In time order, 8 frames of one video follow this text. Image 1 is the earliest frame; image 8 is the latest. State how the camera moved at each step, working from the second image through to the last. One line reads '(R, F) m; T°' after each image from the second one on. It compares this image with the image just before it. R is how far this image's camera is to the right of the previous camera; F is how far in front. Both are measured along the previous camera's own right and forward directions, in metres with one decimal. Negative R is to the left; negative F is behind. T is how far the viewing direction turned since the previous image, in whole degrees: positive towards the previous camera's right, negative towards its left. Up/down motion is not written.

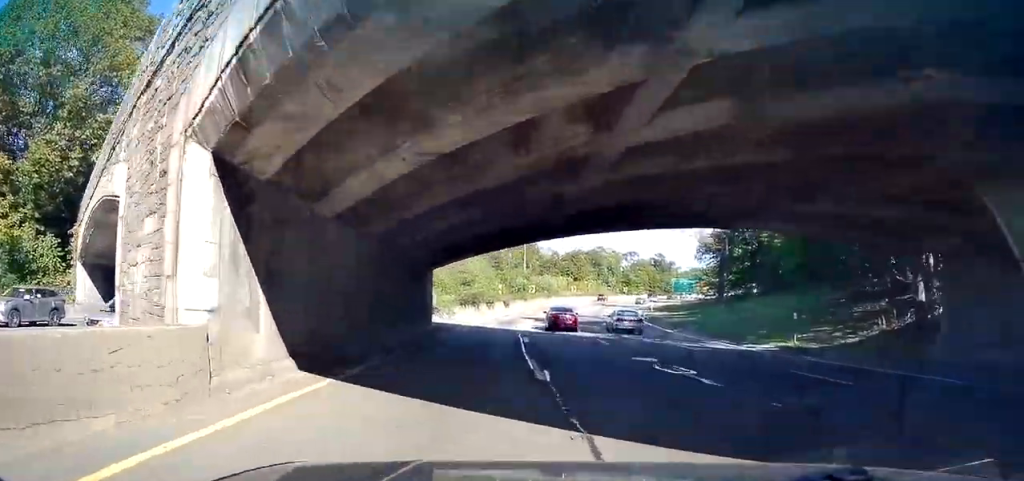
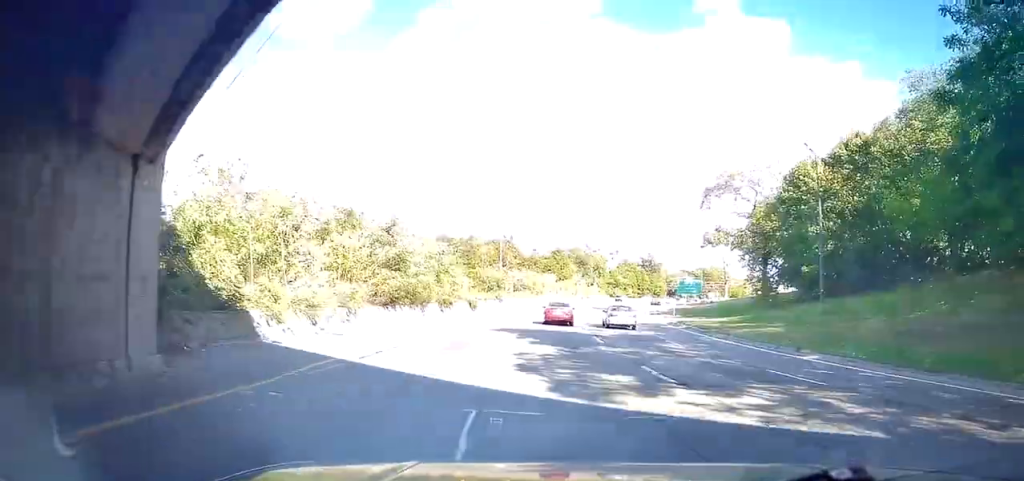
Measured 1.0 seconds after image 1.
(+0.3, +23.5) m; +1°
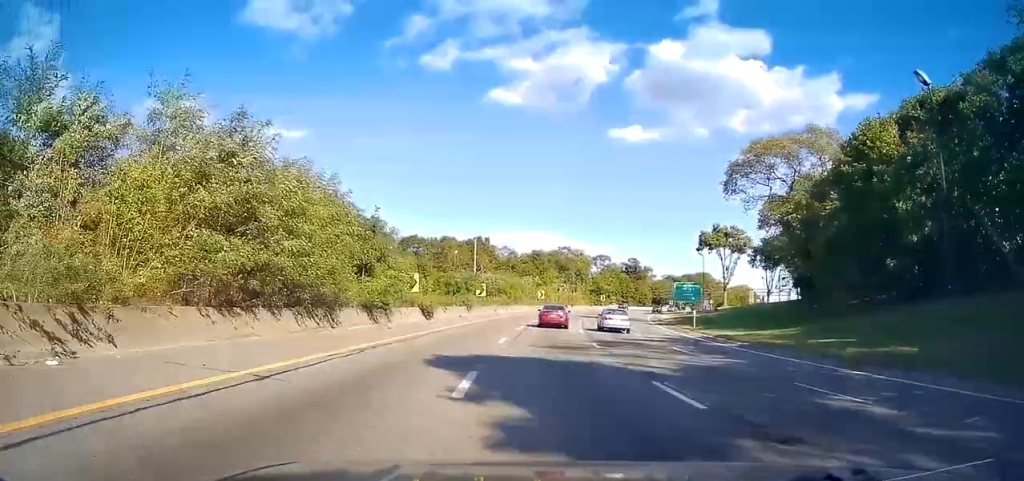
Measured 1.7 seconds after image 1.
(0.0, +14.9) m; 0°
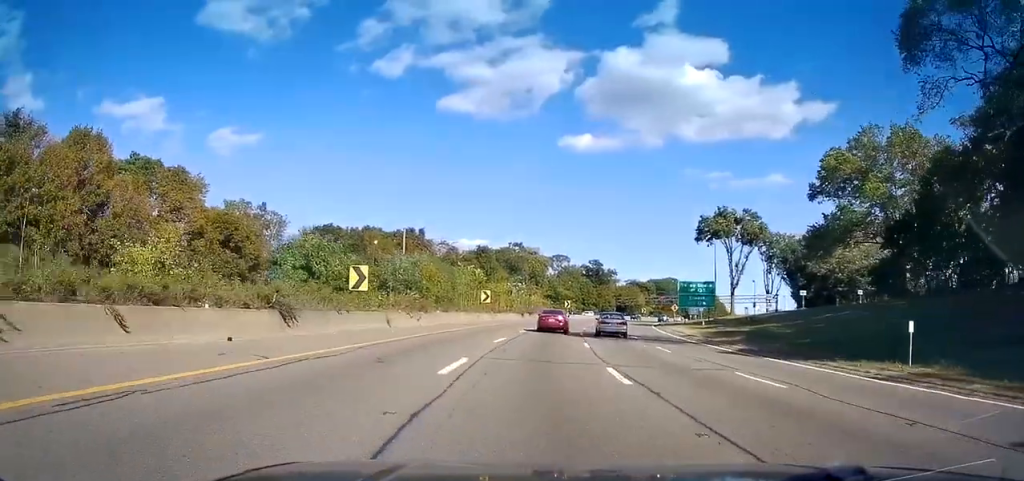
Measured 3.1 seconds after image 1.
(+1.2, +33.3) m; +5°
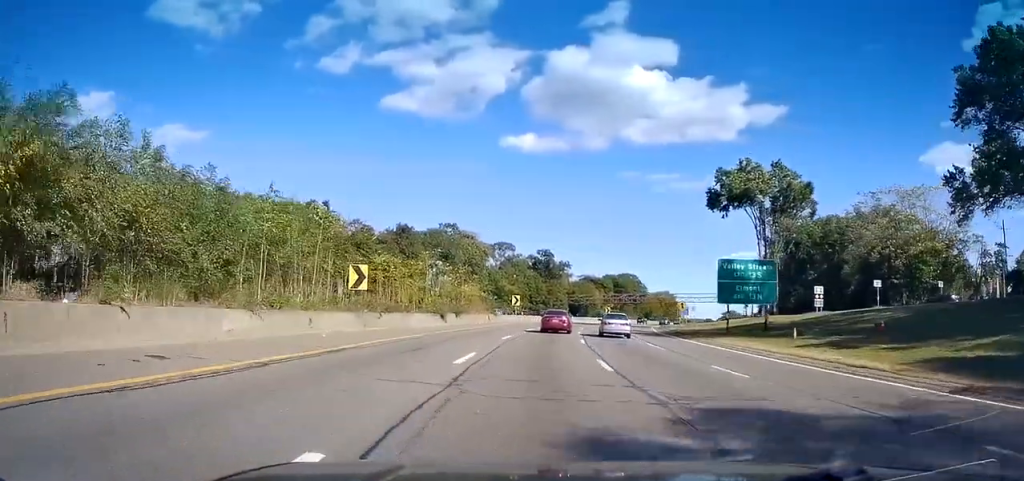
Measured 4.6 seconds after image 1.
(+1.6, +33.5) m; +6°
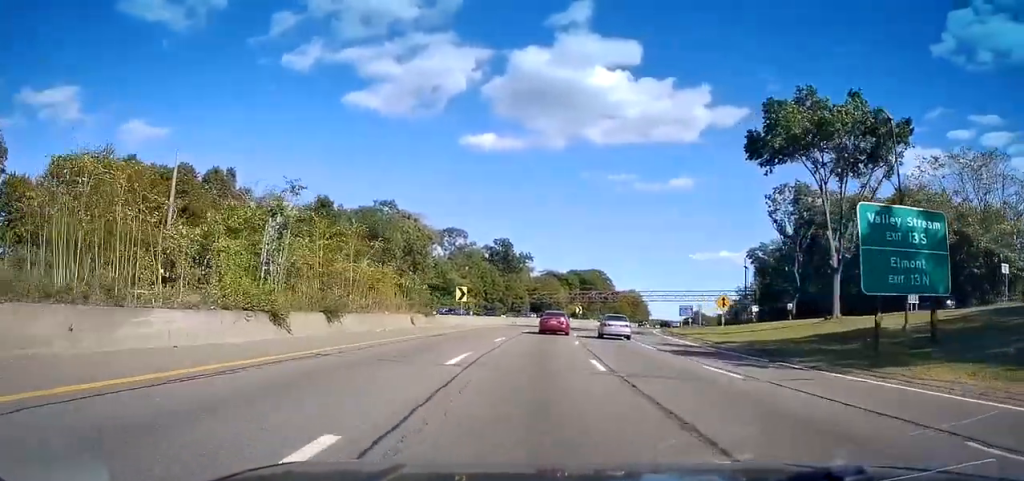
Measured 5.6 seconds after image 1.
(+1.1, +23.8) m; +4°
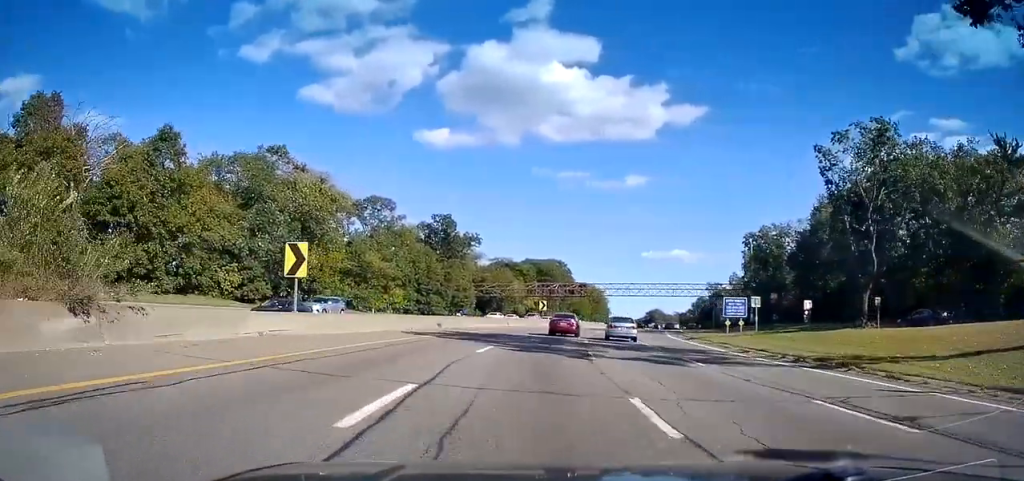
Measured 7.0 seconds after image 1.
(+1.1, +31.0) m; +4°
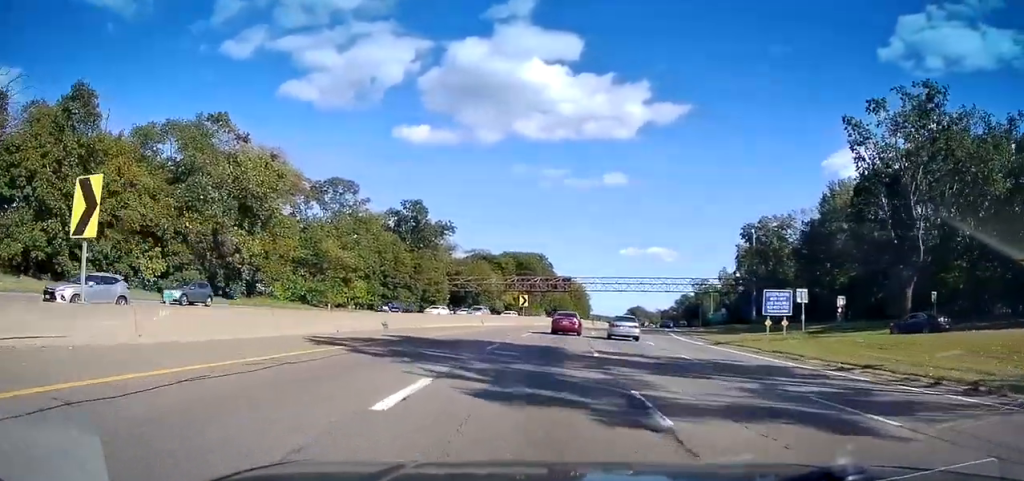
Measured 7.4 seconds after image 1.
(+0.1, +10.9) m; +1°
